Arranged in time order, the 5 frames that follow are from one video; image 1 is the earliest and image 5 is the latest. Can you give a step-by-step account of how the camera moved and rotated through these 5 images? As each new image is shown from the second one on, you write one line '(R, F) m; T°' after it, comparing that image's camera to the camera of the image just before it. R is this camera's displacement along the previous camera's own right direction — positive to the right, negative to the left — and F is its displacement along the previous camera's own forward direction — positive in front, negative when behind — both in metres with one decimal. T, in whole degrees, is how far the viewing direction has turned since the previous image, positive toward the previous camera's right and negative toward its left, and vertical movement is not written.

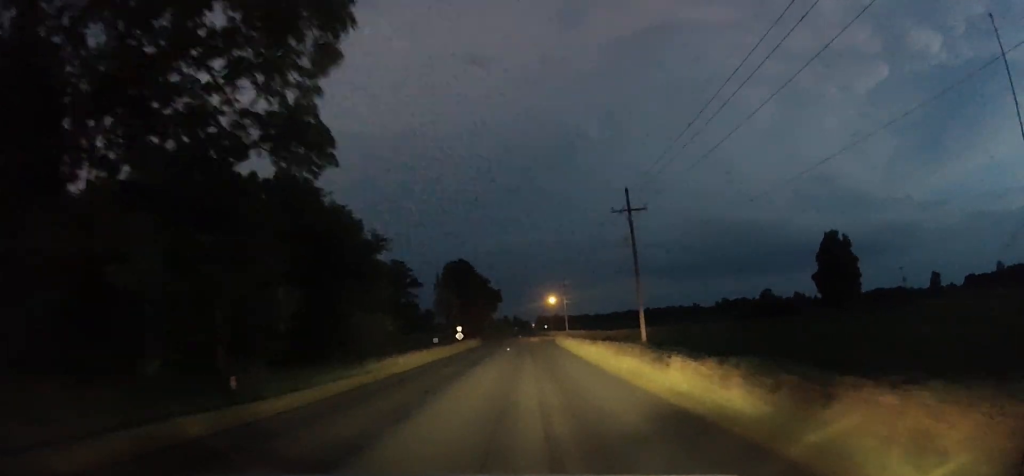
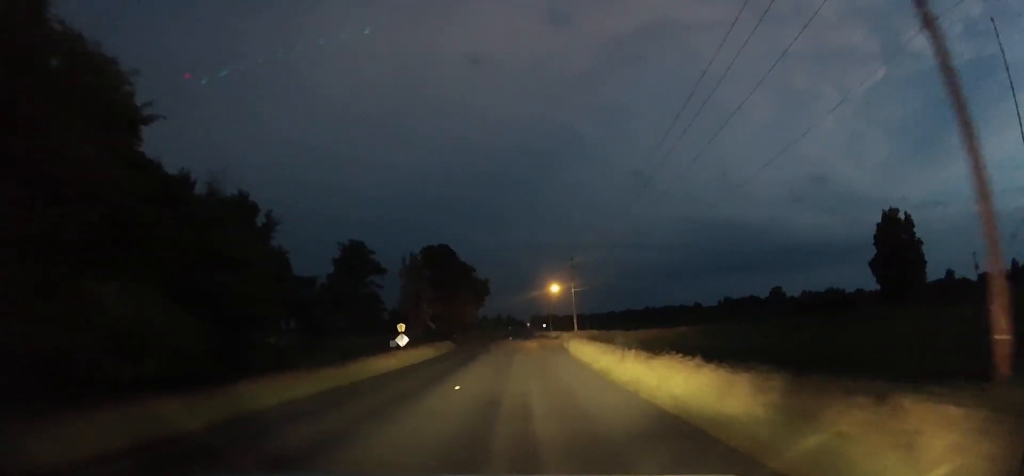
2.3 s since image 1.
(-0.7, +31.9) m; -2°
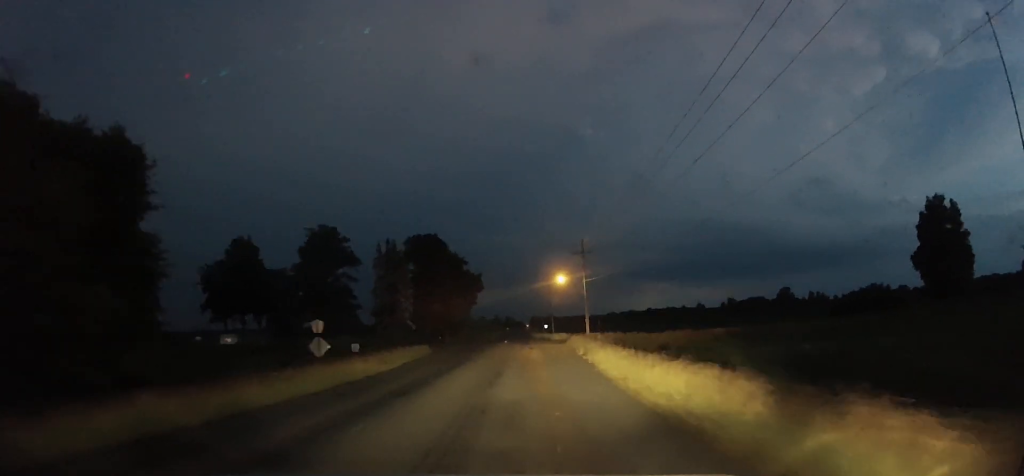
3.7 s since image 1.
(+0.4, +17.2) m; +2°
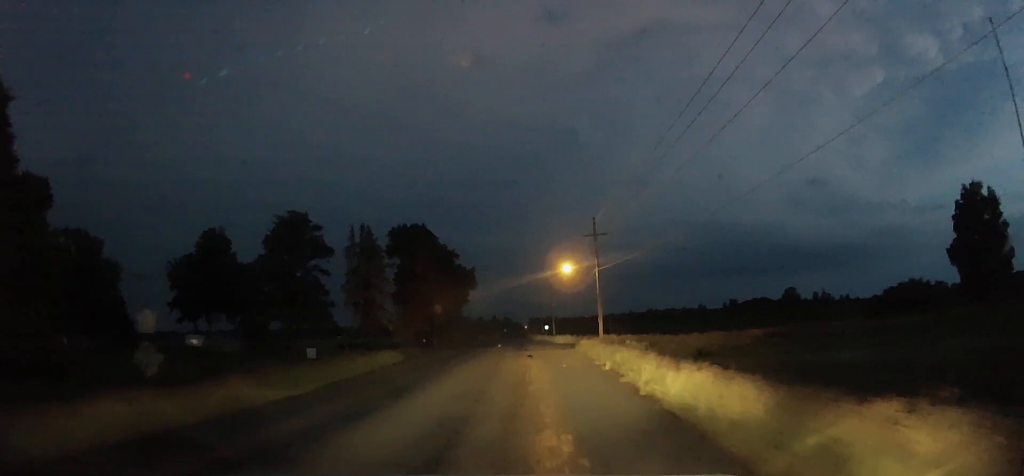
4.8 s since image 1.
(0.0, +13.2) m; 0°
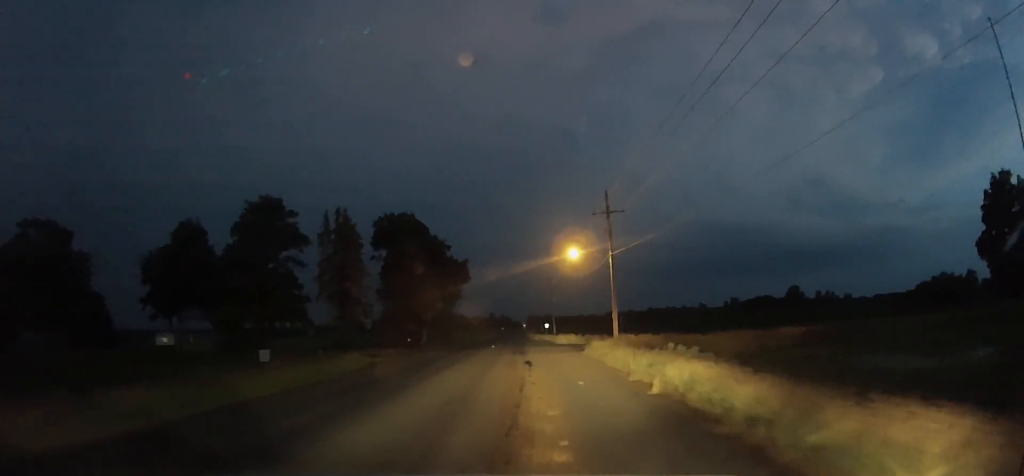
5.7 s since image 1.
(0.0, +10.3) m; +1°
